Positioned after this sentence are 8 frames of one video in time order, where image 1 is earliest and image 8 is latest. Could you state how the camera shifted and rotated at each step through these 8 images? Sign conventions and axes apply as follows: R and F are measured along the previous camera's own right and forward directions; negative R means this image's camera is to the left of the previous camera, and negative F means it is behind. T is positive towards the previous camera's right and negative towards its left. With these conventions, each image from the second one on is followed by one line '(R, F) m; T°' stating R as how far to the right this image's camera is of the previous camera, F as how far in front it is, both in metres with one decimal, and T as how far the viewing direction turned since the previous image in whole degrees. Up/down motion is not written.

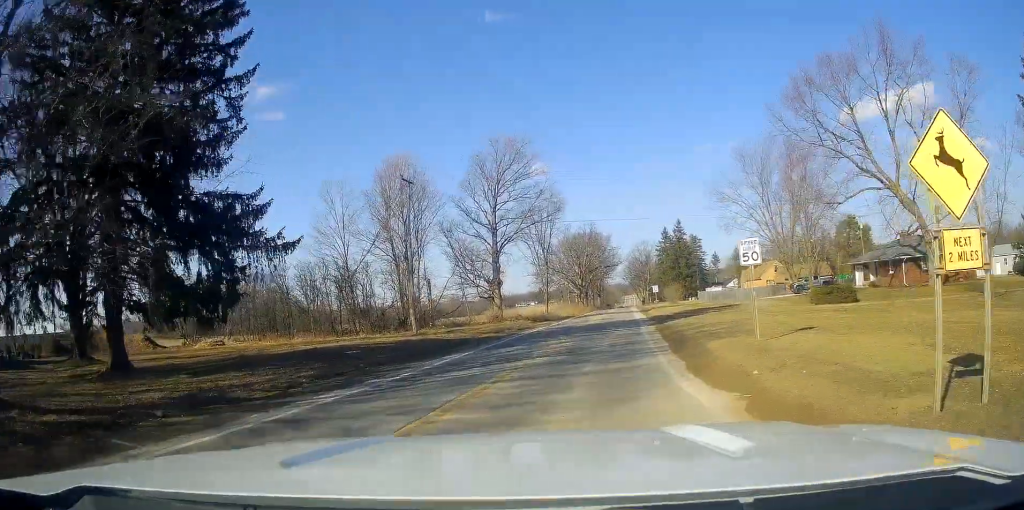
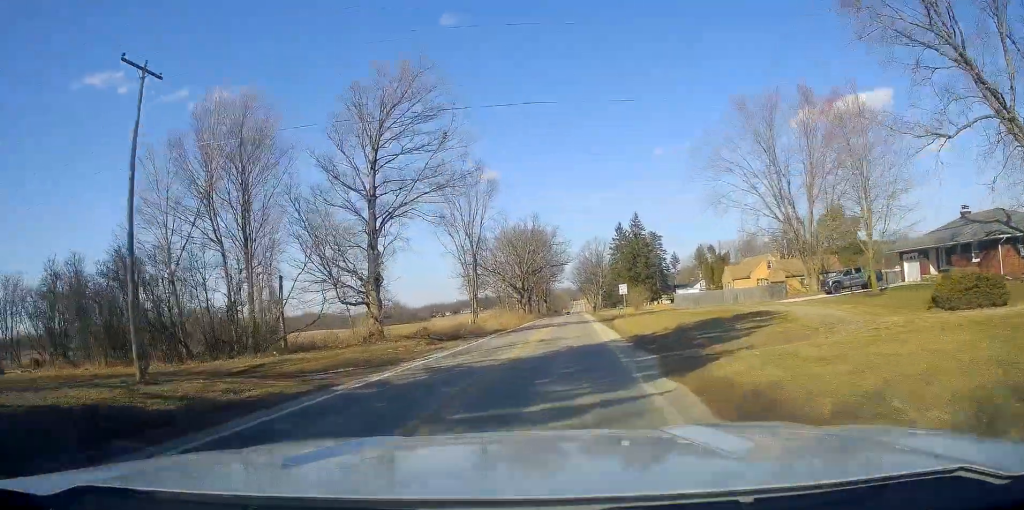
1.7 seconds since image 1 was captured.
(+2.1, +15.2) m; +14°
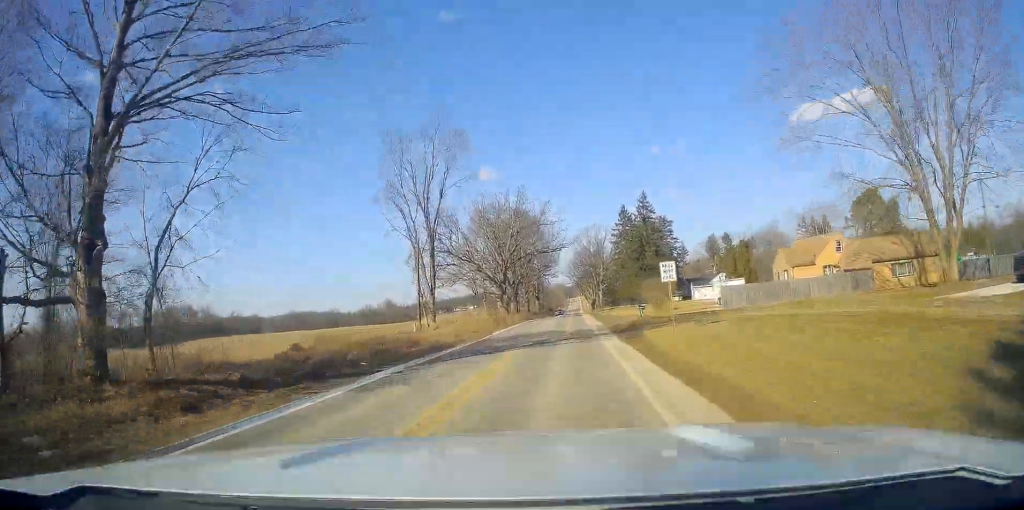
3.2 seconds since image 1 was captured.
(+0.9, +19.6) m; 0°
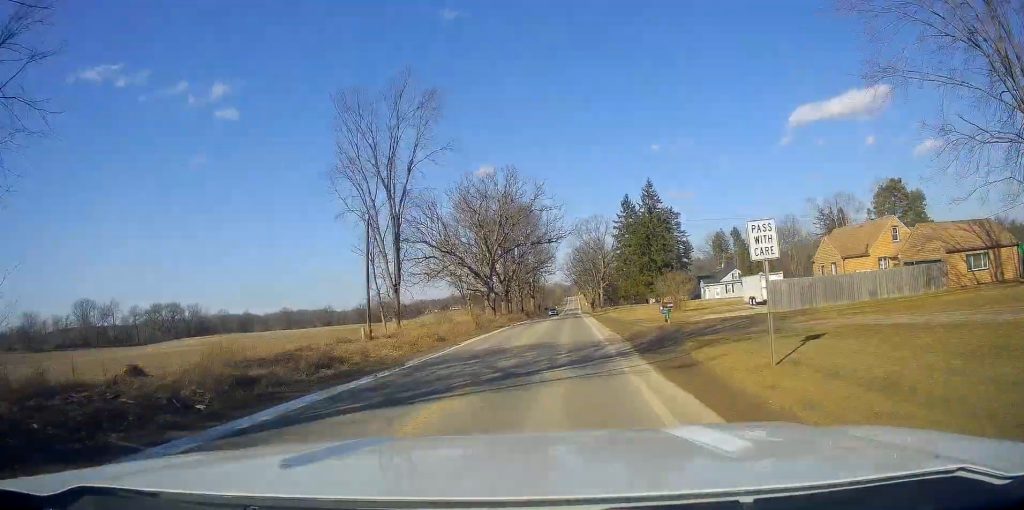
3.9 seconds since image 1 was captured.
(-0.4, +10.8) m; 0°
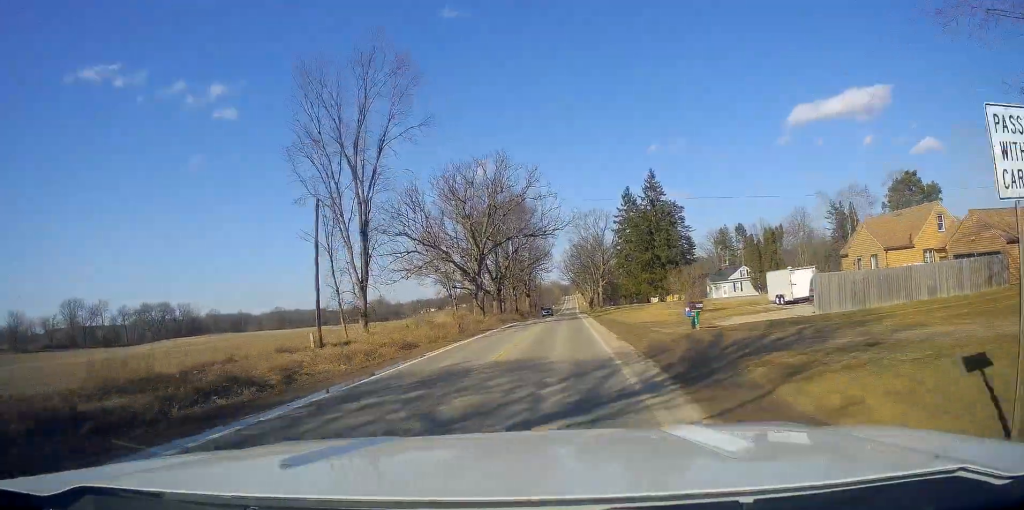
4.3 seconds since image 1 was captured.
(-0.3, +6.6) m; 0°
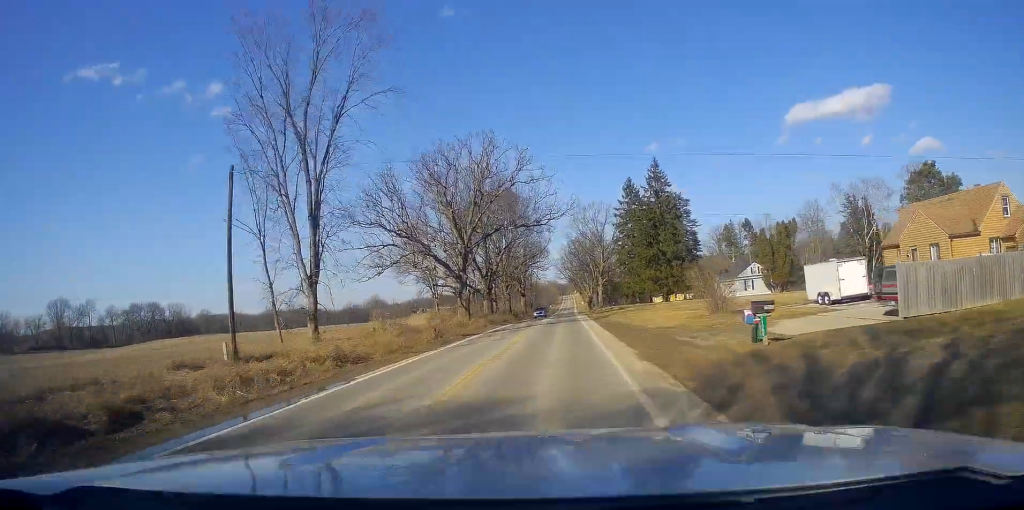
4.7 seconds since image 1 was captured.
(+0.3, +7.7) m; +1°
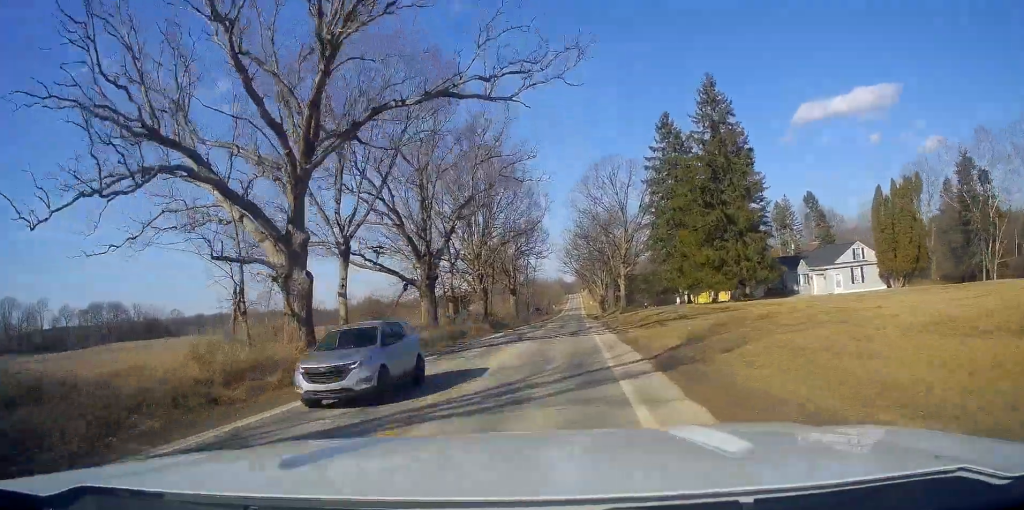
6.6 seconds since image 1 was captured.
(+1.0, +34.9) m; +2°
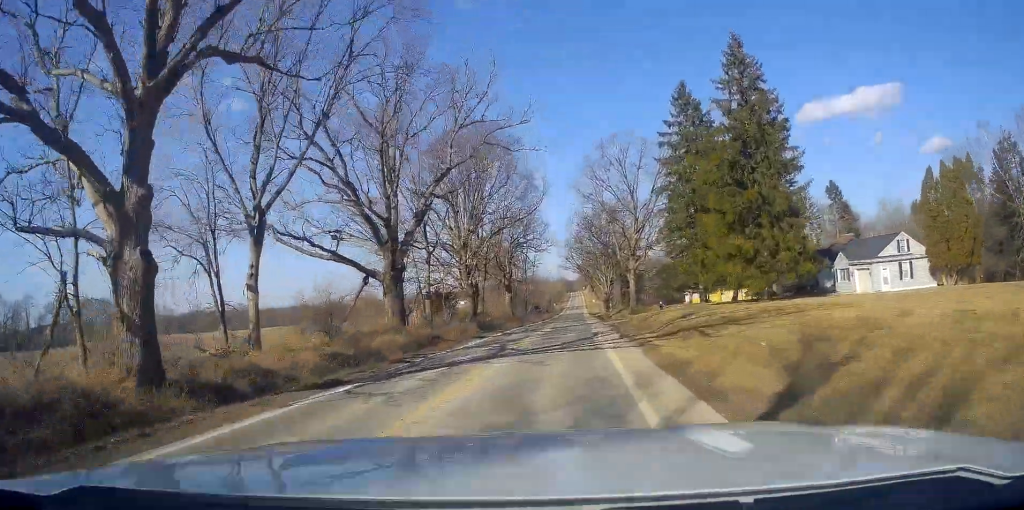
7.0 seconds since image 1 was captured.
(0.0, +9.3) m; 0°
